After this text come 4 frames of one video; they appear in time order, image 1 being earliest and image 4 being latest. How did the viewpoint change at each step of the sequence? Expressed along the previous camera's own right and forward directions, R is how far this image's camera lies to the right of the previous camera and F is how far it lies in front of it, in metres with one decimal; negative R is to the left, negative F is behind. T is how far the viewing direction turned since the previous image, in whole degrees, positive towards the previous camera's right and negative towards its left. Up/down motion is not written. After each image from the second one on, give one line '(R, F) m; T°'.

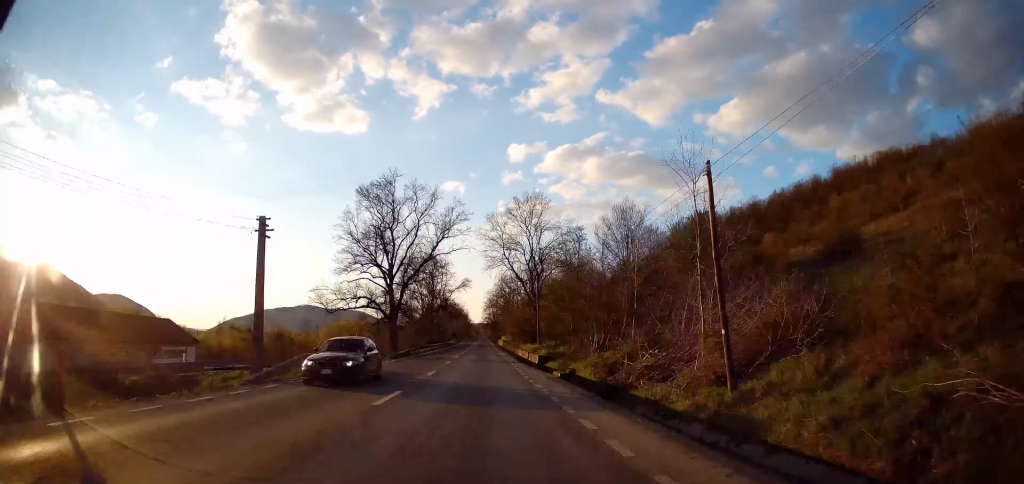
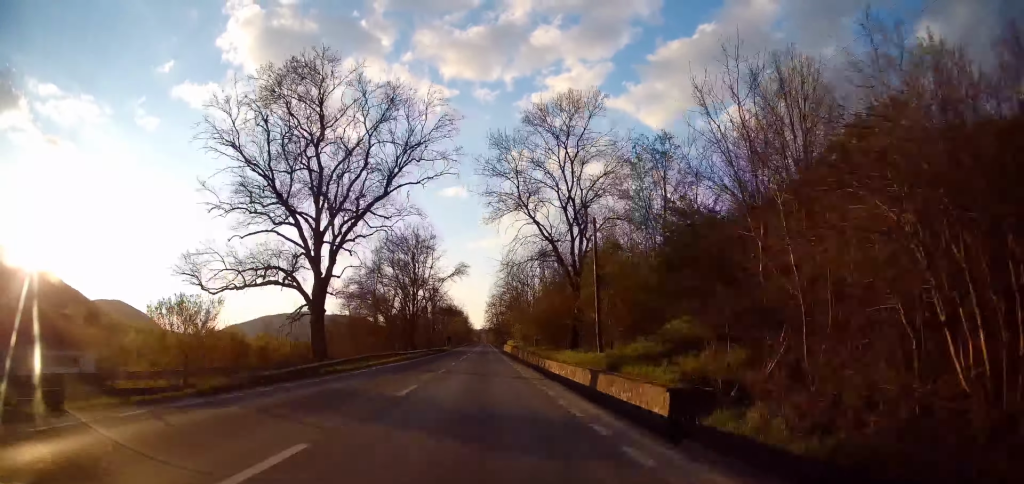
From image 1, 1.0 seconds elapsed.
(+0.4, +26.7) m; 0°
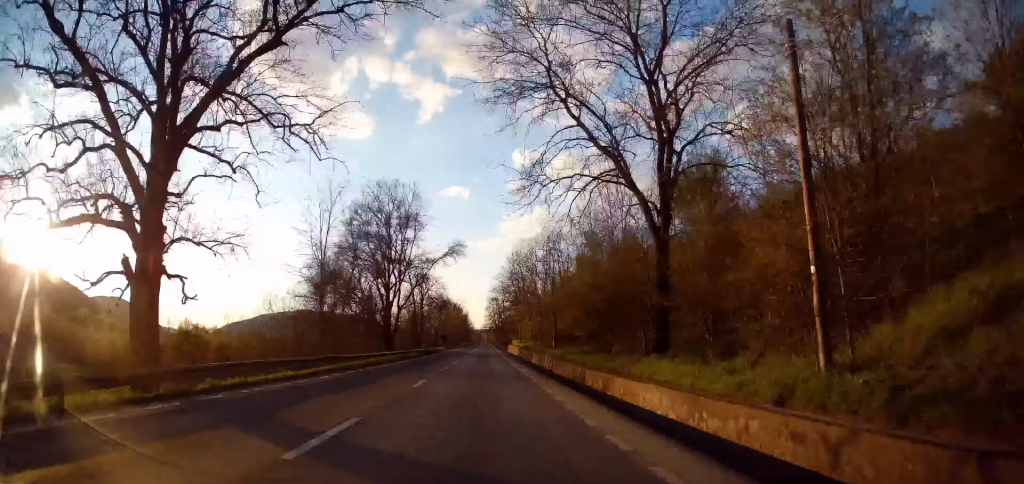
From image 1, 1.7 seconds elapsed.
(-0.3, +17.1) m; -1°
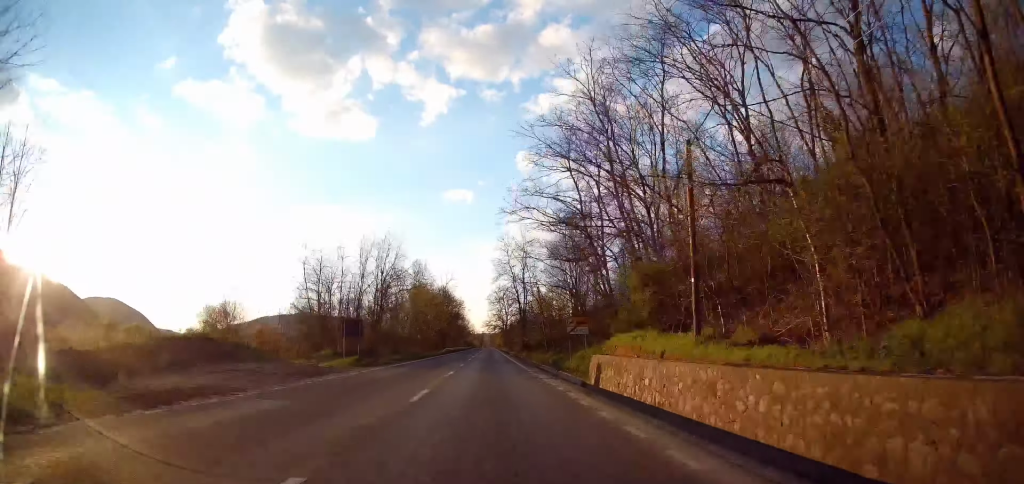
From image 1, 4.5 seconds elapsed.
(+0.1, +71.6) m; 0°
